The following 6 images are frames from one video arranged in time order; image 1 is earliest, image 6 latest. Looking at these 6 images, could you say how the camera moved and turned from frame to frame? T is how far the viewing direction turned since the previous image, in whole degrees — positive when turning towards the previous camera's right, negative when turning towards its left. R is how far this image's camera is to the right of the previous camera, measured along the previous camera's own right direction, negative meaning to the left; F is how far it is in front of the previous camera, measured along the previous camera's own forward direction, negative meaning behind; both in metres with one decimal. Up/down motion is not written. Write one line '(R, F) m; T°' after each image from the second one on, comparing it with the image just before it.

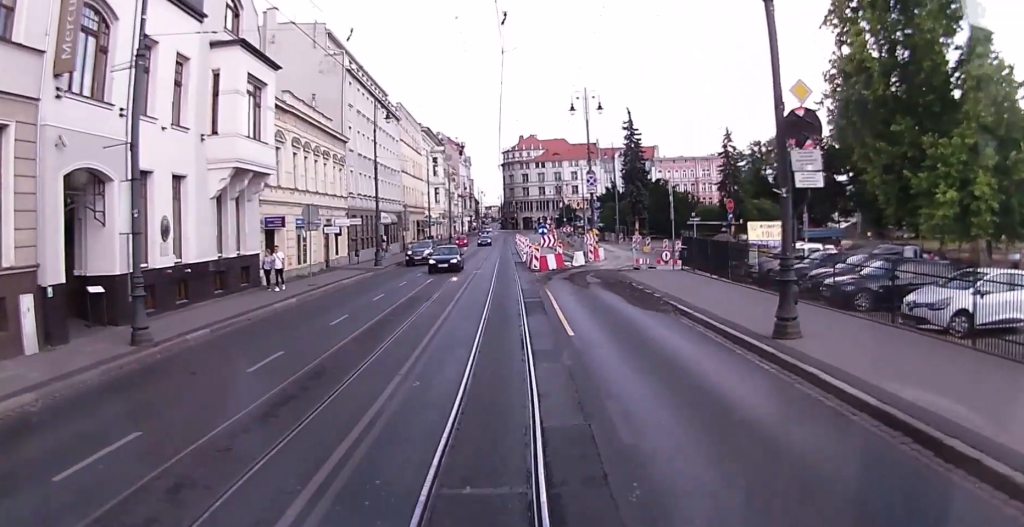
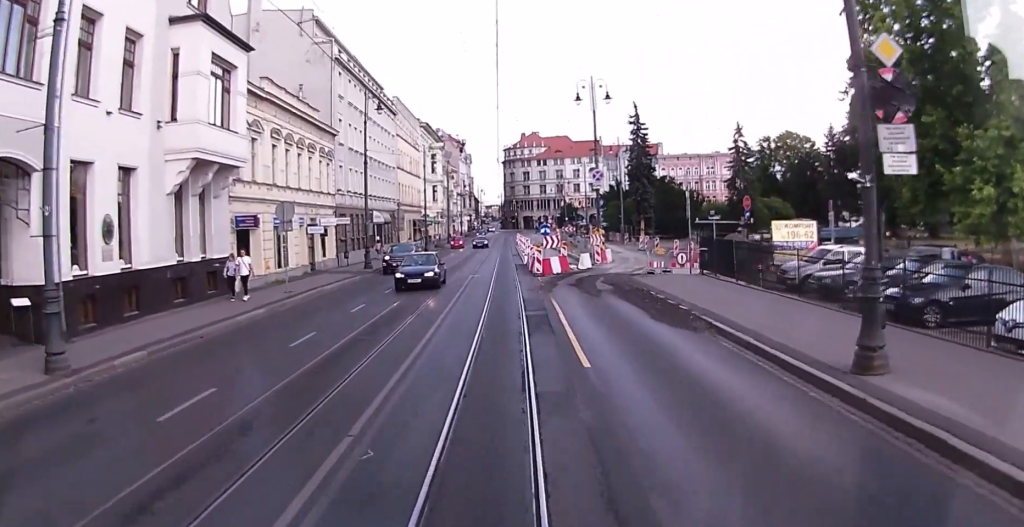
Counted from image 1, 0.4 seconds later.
(-0.1, +3.5) m; -2°
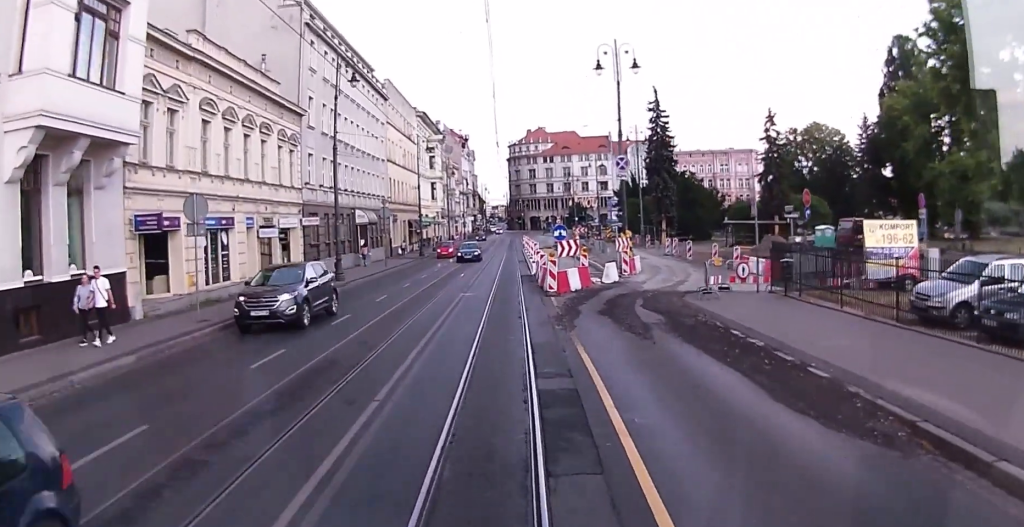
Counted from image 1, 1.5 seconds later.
(-0.3, +8.6) m; -2°
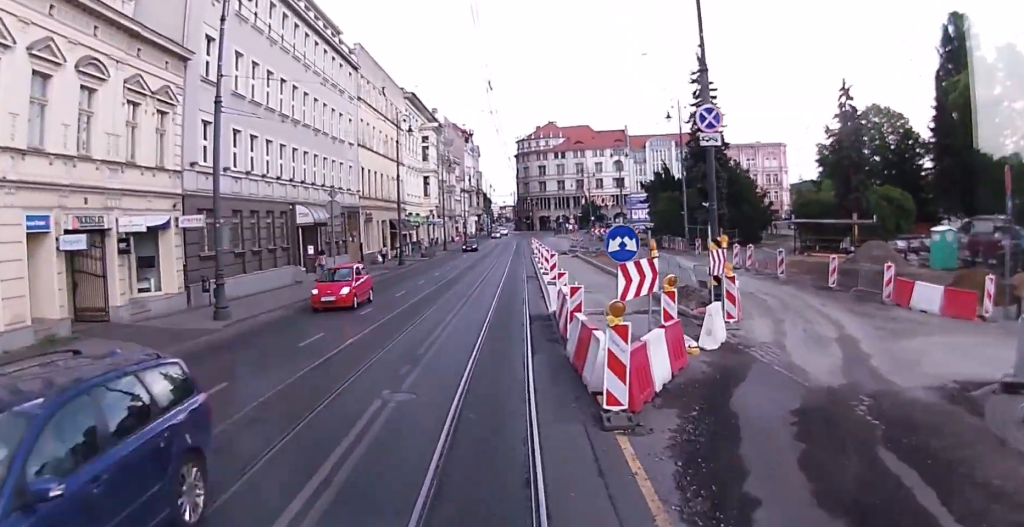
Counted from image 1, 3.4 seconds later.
(0.0, +15.5) m; +2°
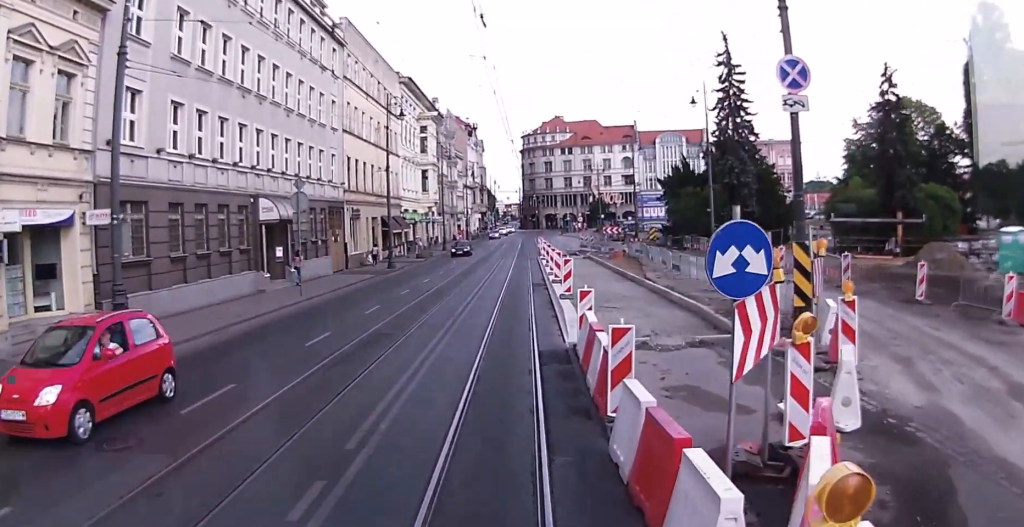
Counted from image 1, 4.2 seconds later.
(+0.1, +6.1) m; +2°
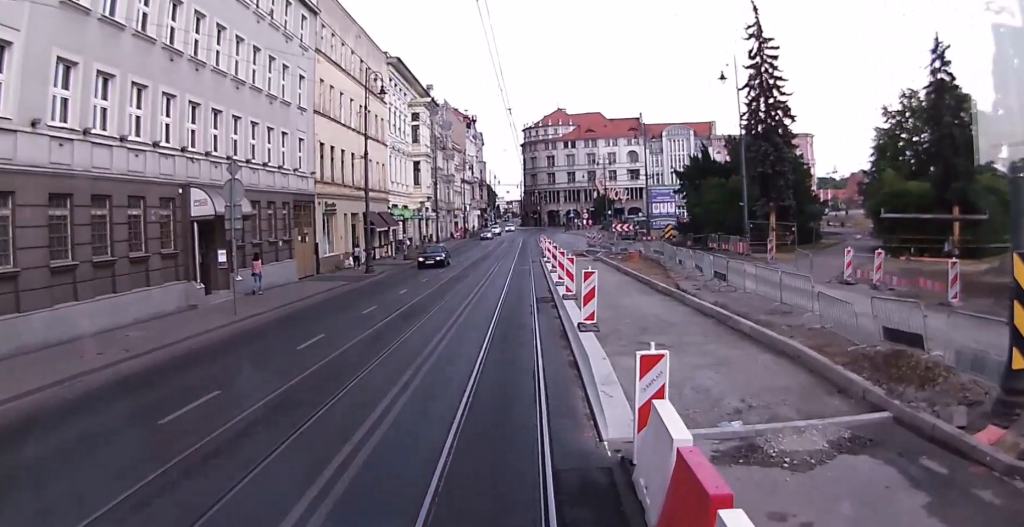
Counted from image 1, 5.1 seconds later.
(+0.3, +6.9) m; -1°
